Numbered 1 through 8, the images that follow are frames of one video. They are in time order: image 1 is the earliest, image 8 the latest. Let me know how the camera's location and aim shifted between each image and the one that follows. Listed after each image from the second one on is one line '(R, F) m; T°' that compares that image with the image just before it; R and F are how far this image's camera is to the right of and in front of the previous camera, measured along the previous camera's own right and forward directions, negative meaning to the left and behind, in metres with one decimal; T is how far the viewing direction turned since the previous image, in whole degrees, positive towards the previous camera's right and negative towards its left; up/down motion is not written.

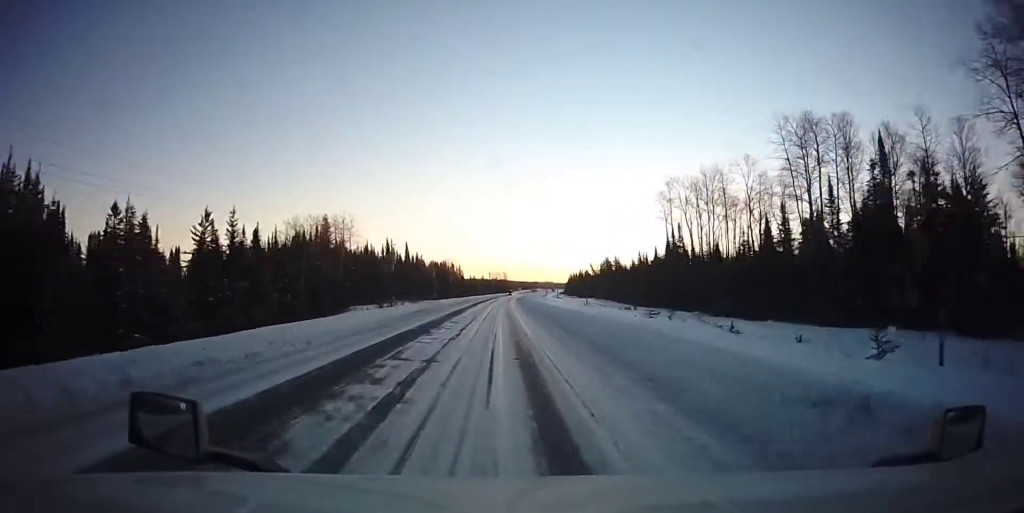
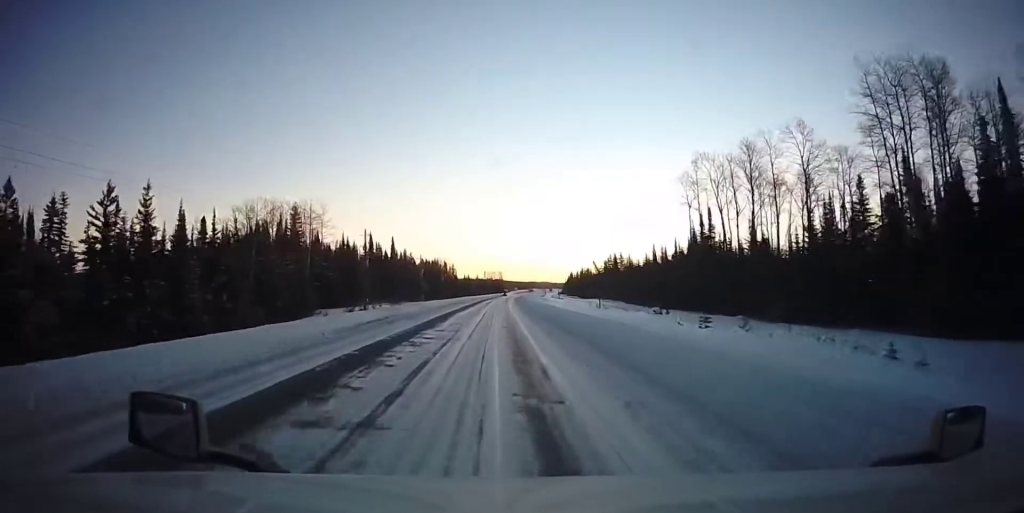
(+0.1, +16.1) m; 0°
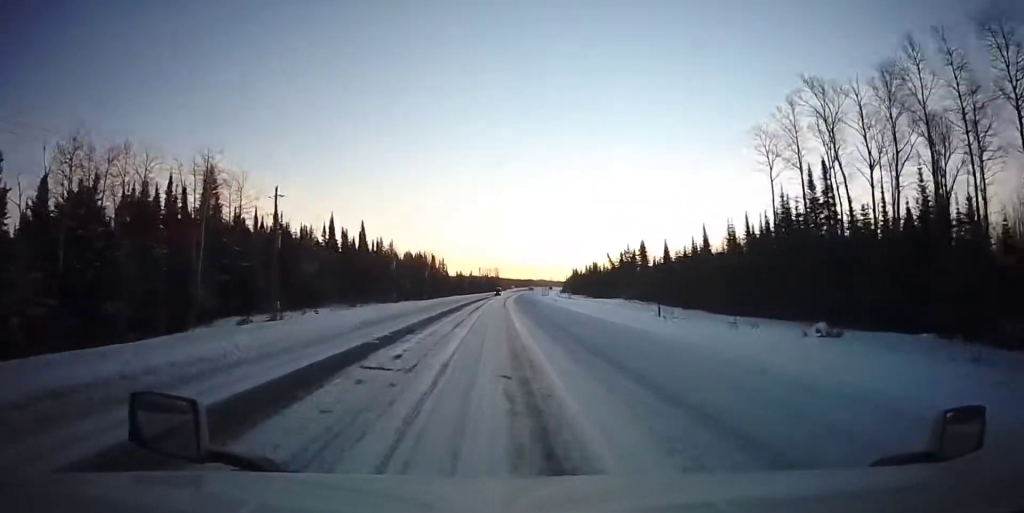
(0.0, +31.3) m; 0°
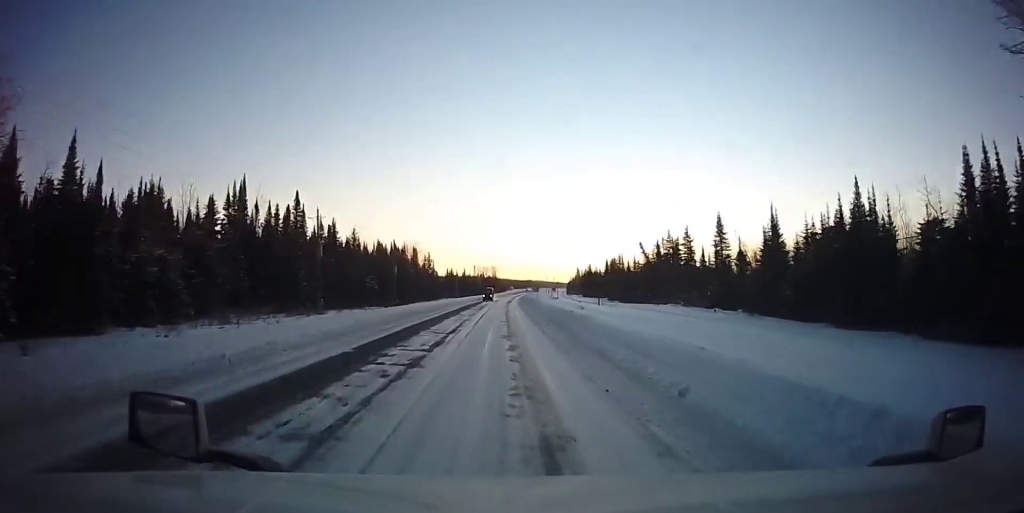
(0.0, +40.8) m; +1°
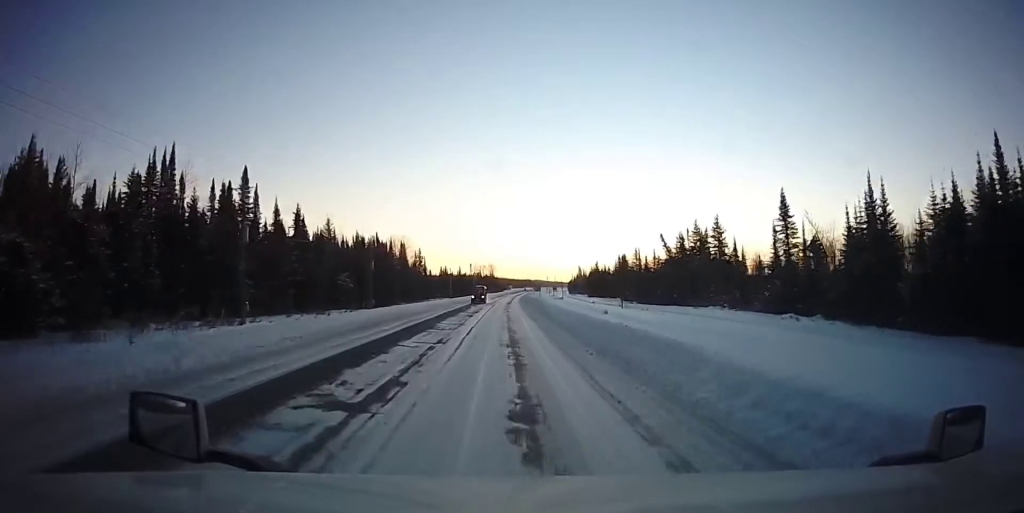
(+0.1, +18.1) m; 0°
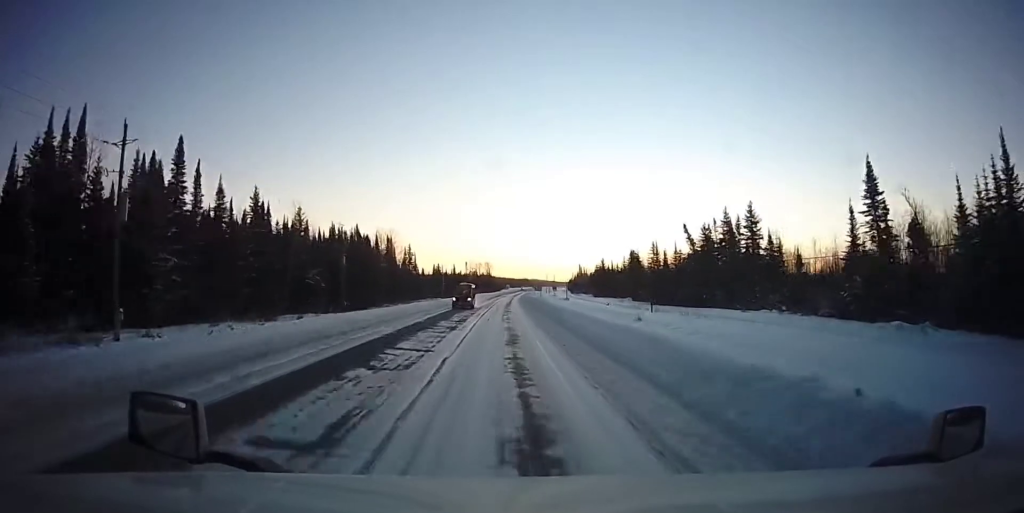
(+0.3, +15.3) m; 0°
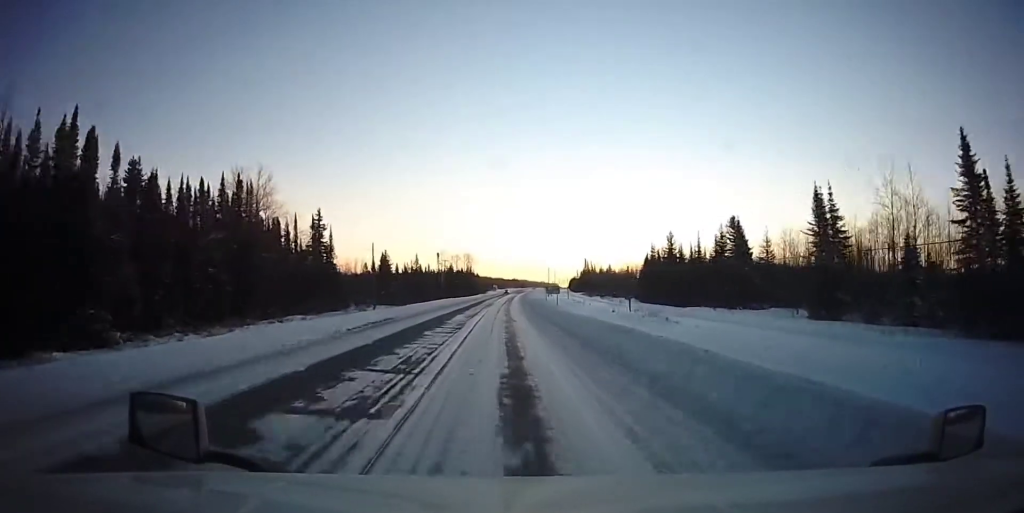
(+0.4, +76.6) m; +1°
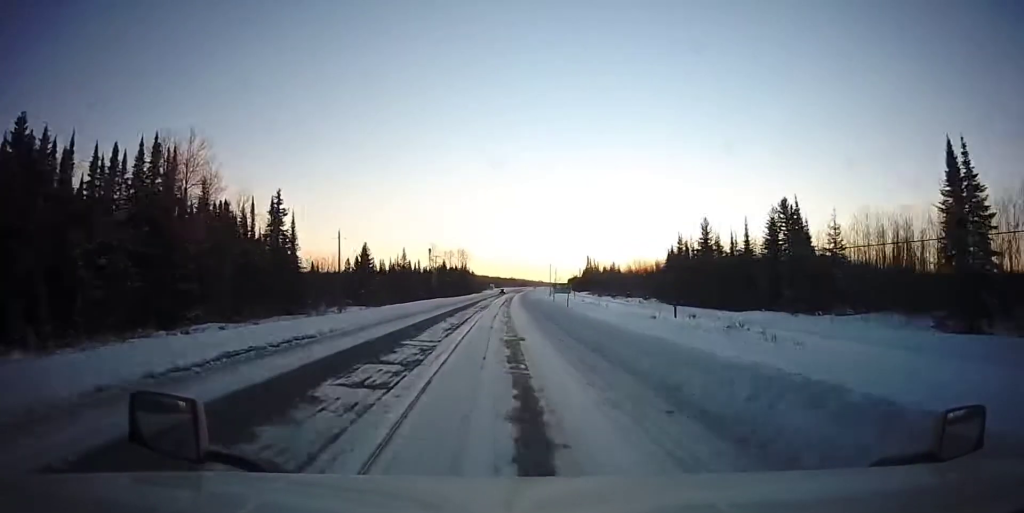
(0.0, +17.2) m; 0°
